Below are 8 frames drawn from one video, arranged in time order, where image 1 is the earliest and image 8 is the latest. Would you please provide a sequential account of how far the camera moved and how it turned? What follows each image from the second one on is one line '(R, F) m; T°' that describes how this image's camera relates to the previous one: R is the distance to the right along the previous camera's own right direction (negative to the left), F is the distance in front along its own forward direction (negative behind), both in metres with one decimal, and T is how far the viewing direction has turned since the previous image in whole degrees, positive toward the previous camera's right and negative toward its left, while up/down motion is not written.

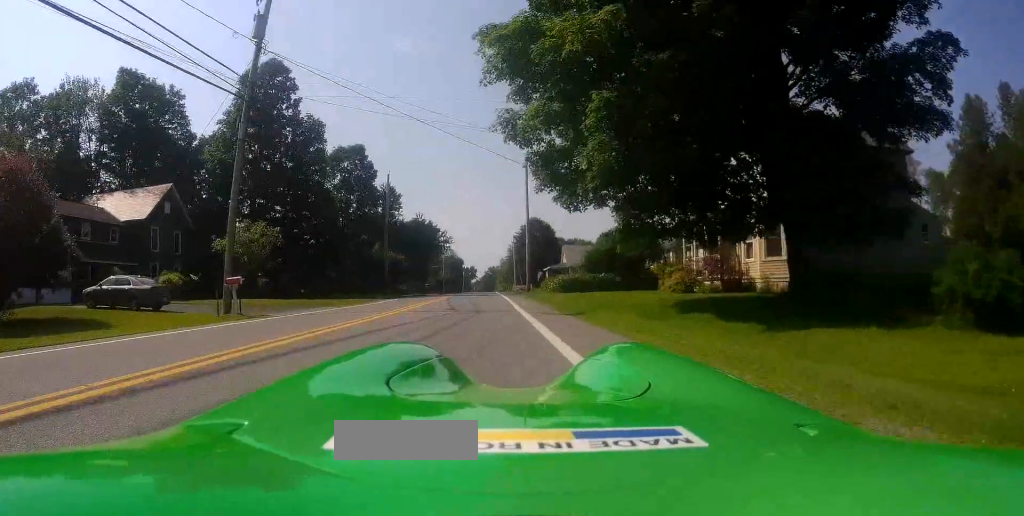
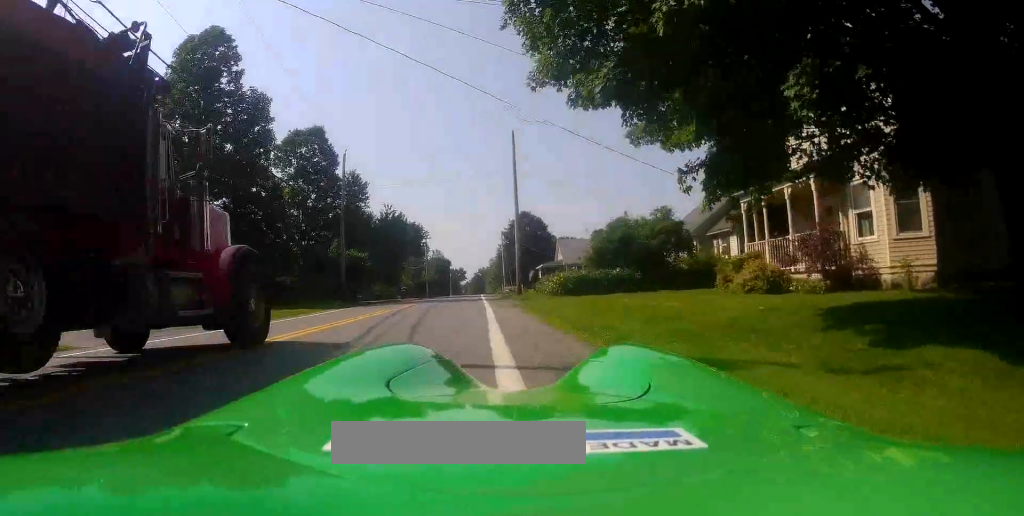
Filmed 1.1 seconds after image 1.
(-0.7, +9.3) m; -6°
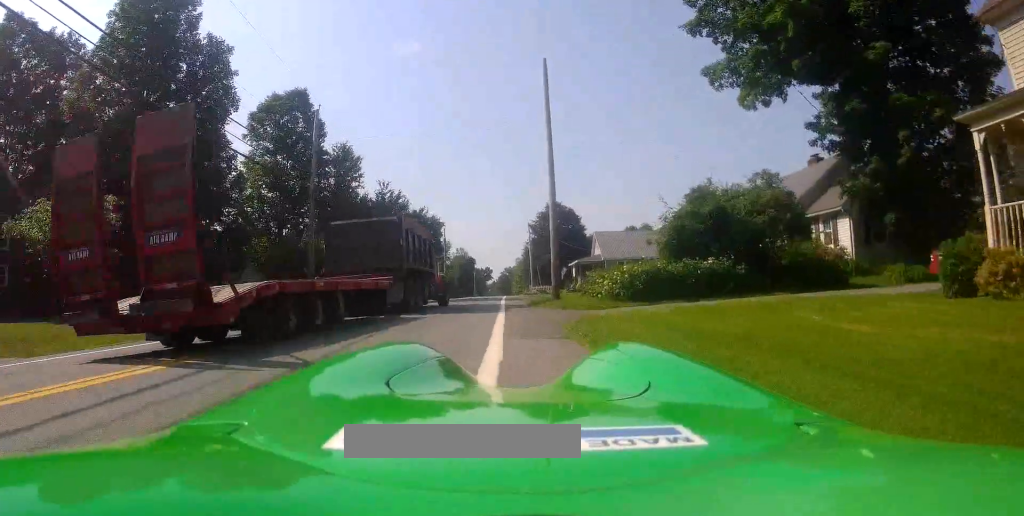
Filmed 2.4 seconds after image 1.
(-0.1, +10.8) m; -7°
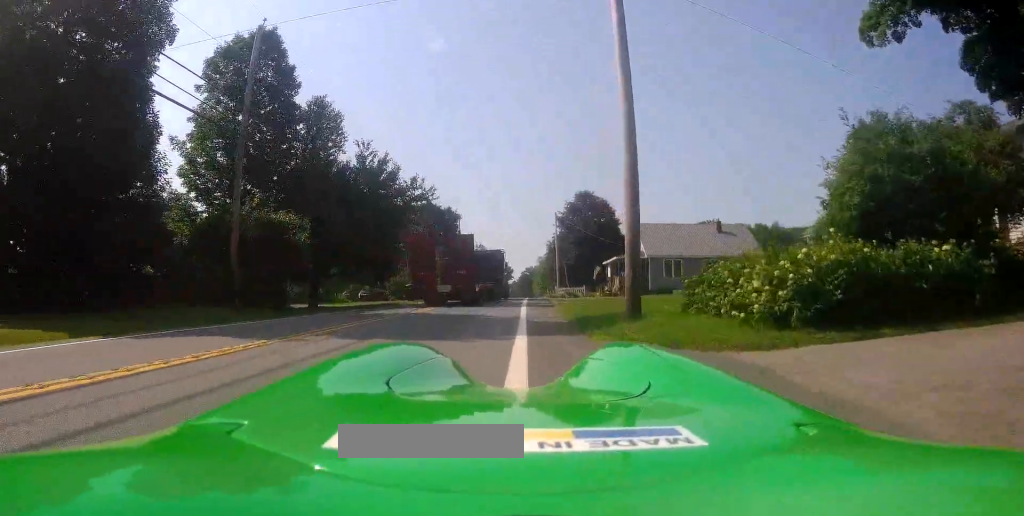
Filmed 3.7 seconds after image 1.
(-1.1, +10.3) m; -3°
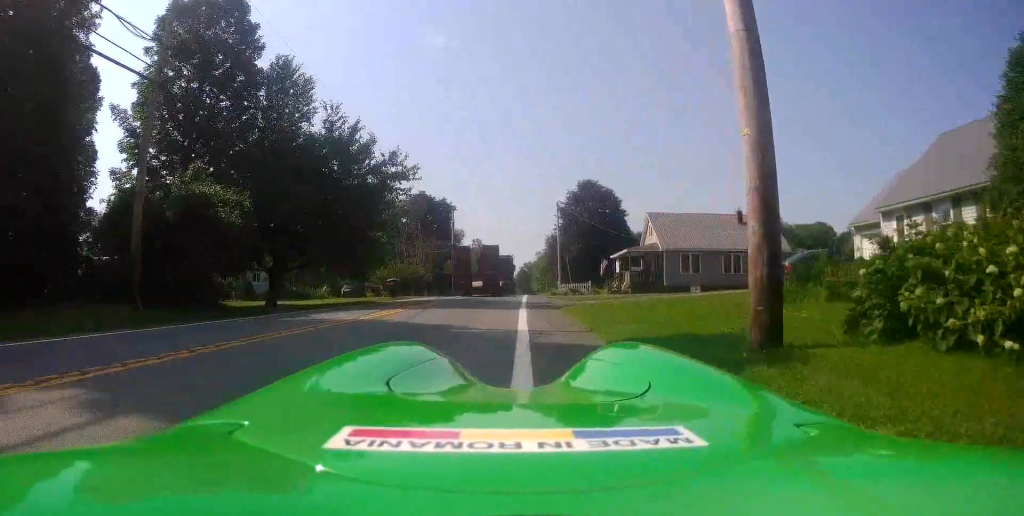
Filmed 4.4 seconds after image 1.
(+0.5, +5.3) m; +2°
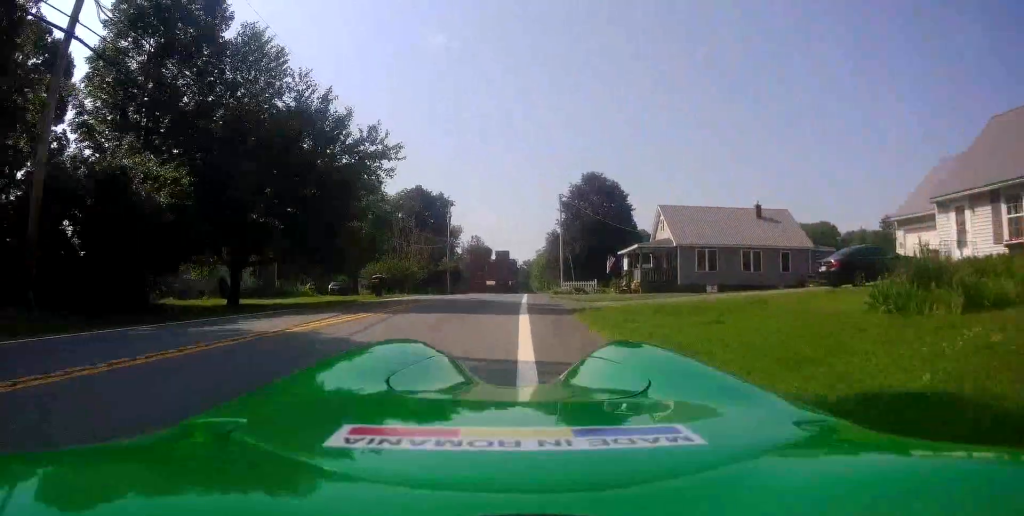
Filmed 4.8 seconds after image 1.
(0.0, +3.6) m; -1°
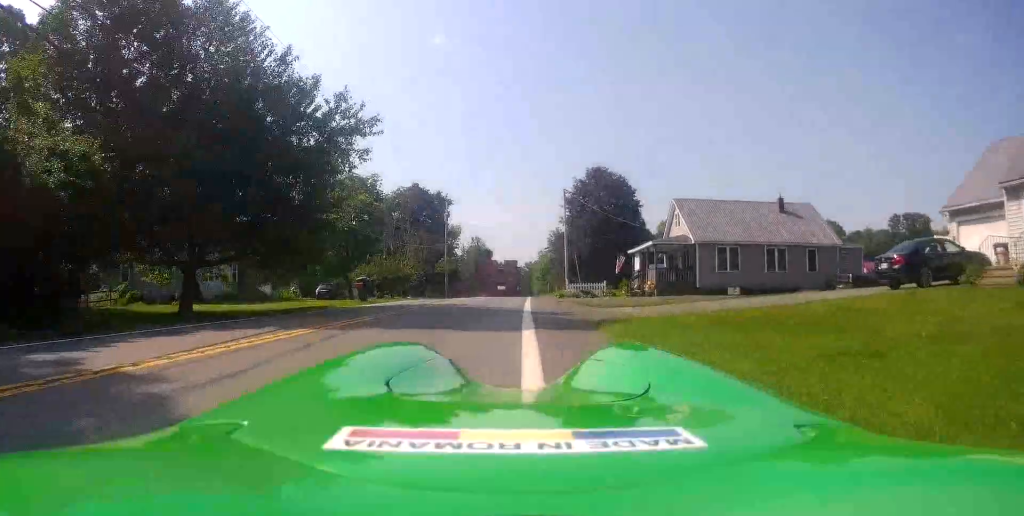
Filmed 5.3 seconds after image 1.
(-0.1, +3.6) m; -1°
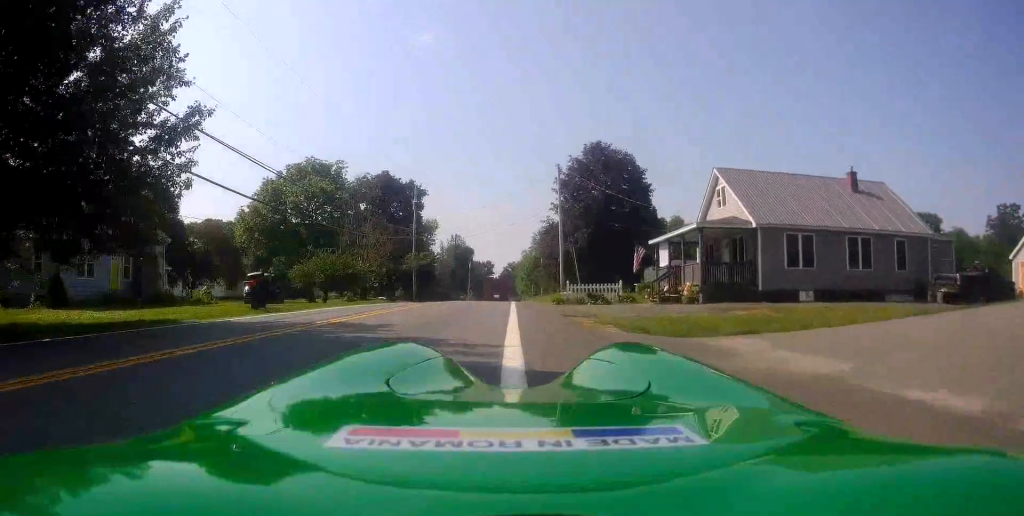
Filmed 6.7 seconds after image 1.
(+0.1, +10.8) m; +6°
